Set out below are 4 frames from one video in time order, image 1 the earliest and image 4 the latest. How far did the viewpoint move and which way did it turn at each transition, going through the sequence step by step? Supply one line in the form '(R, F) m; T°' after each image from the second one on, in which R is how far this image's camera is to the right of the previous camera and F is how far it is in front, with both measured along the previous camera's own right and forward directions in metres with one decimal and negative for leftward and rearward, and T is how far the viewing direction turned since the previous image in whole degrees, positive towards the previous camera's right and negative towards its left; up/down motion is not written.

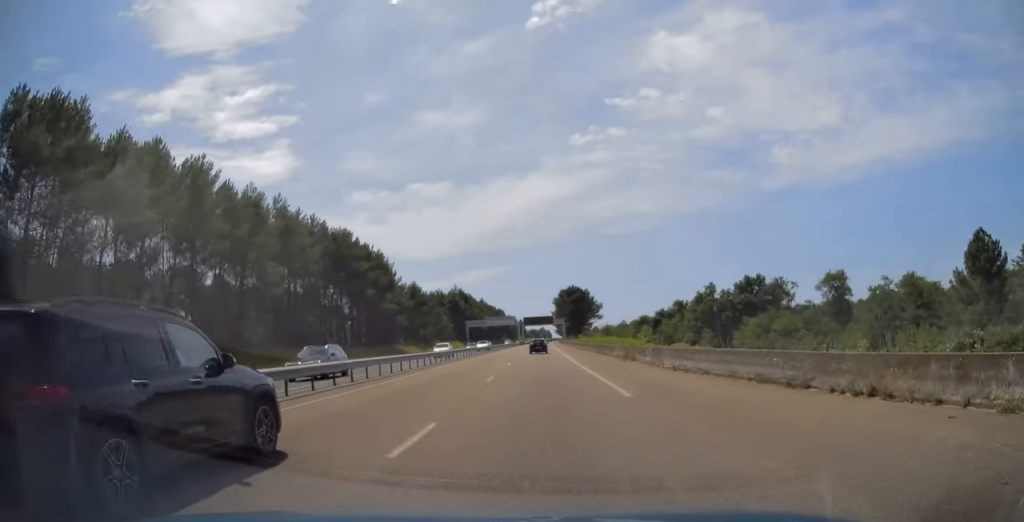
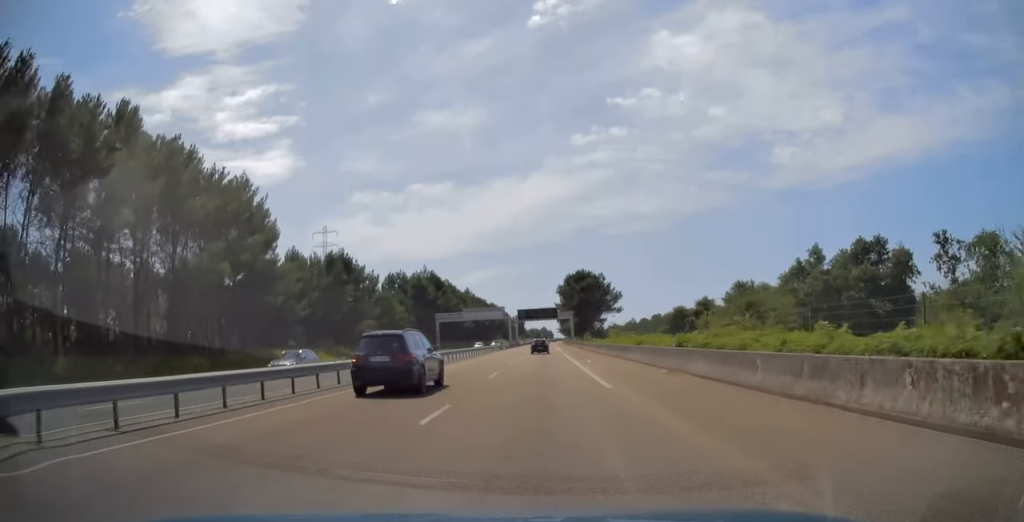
(-0.5, +49.1) m; -1°
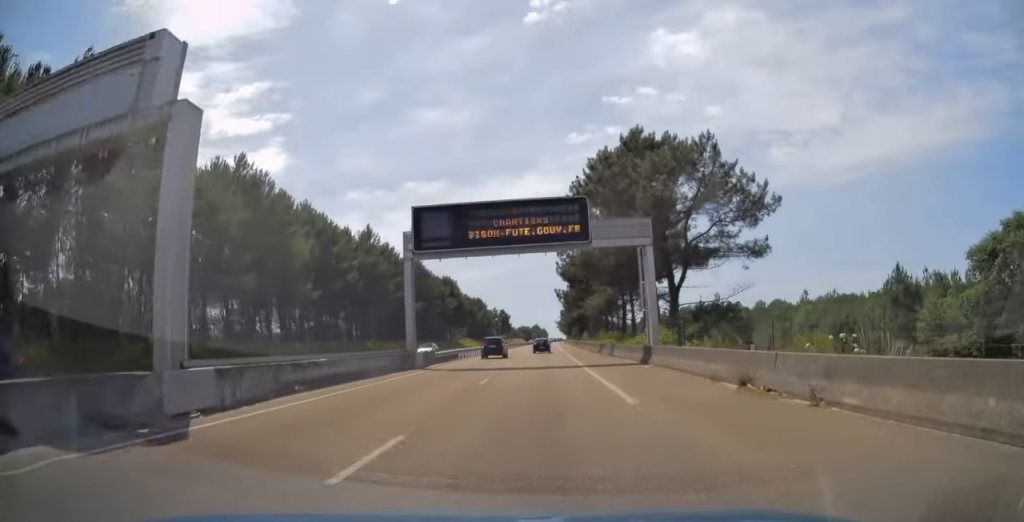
(+1.0, +108.0) m; +1°
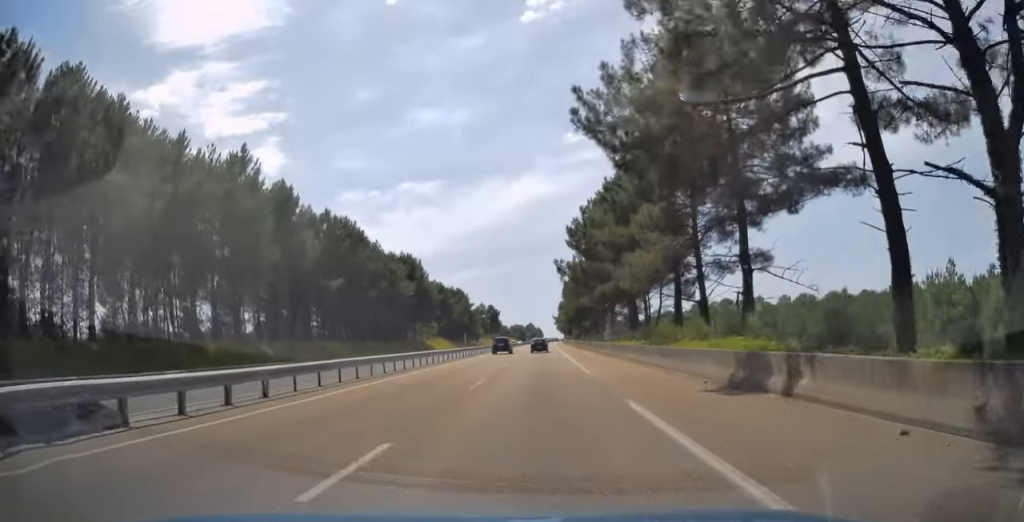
(+0.1, +39.3) m; 0°
